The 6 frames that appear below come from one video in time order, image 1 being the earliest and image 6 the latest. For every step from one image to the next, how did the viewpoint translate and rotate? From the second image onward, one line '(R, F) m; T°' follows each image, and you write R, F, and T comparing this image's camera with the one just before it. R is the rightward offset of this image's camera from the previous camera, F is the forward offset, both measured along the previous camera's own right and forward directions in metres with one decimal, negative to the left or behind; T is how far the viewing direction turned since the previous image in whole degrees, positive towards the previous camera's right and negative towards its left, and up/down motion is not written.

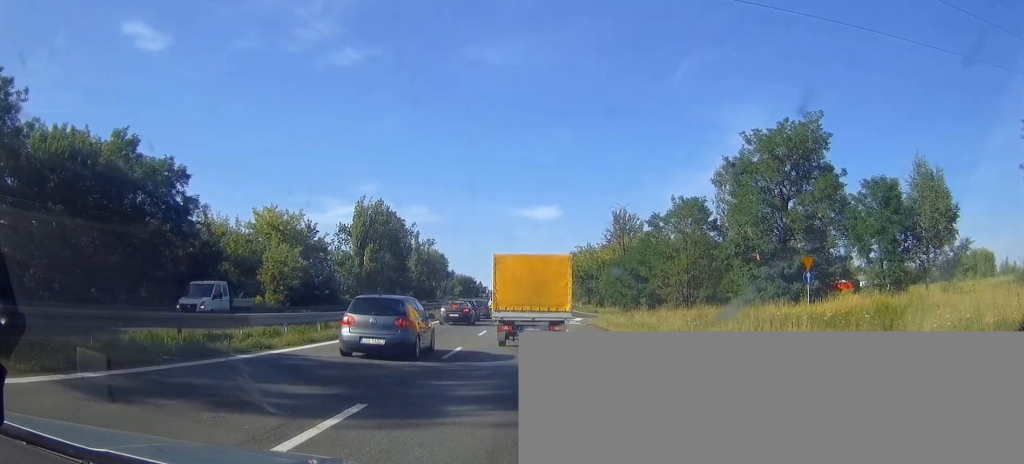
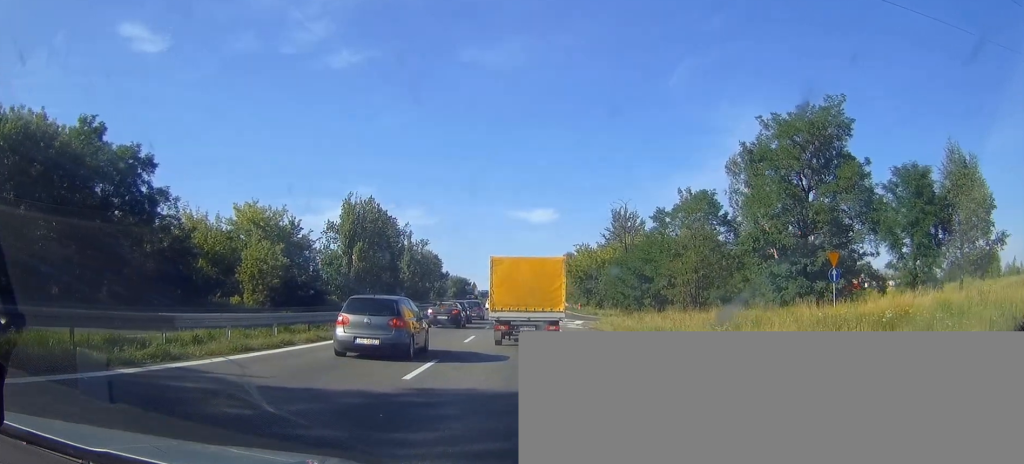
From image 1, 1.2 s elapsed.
(0.0, +4.3) m; -1°
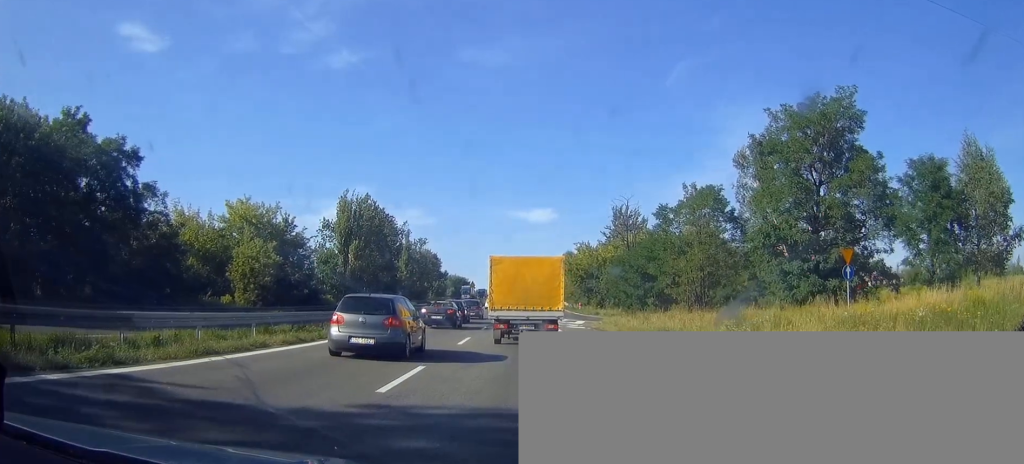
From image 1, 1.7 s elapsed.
(0.0, +1.8) m; -1°
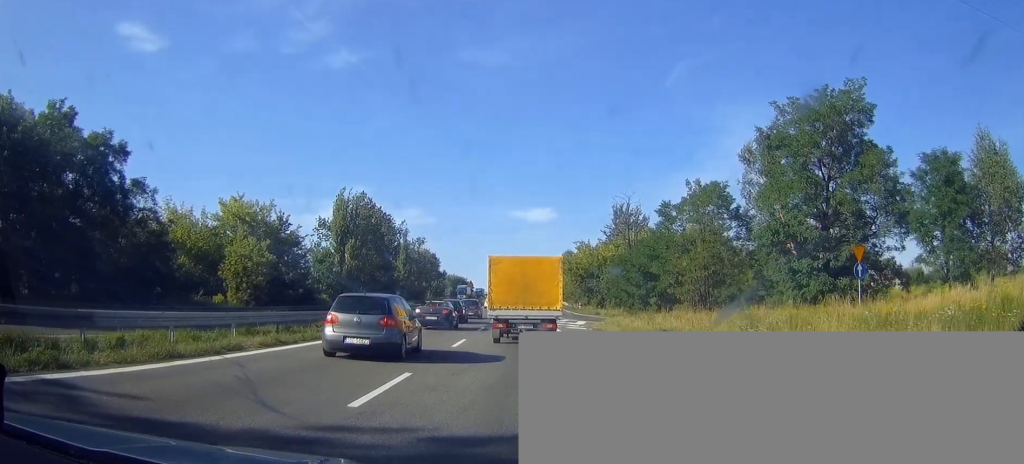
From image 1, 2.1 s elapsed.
(0.0, +1.5) m; -1°
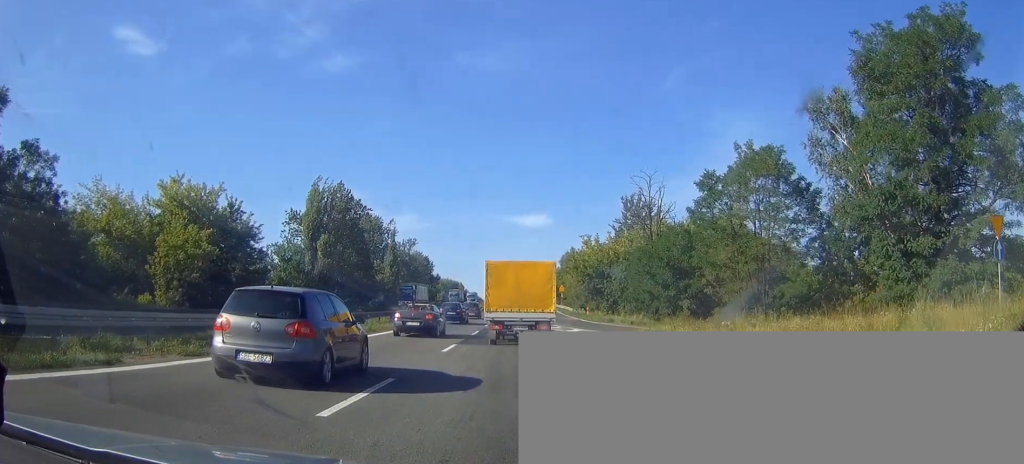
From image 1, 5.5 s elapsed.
(+0.4, +13.1) m; -2°
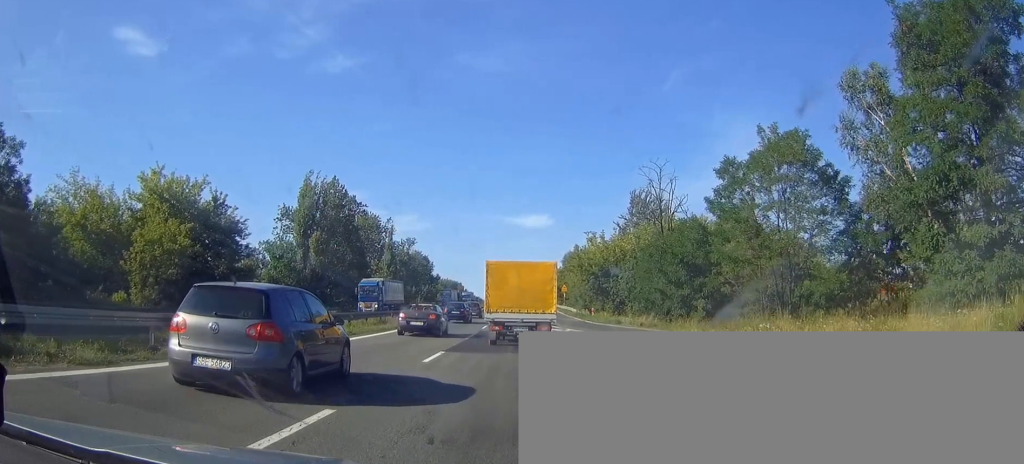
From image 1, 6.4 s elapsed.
(-0.4, +3.8) m; +4°
